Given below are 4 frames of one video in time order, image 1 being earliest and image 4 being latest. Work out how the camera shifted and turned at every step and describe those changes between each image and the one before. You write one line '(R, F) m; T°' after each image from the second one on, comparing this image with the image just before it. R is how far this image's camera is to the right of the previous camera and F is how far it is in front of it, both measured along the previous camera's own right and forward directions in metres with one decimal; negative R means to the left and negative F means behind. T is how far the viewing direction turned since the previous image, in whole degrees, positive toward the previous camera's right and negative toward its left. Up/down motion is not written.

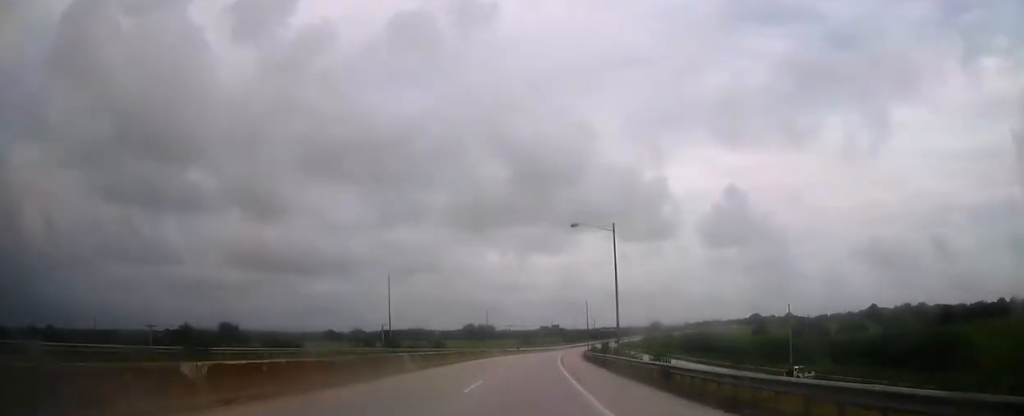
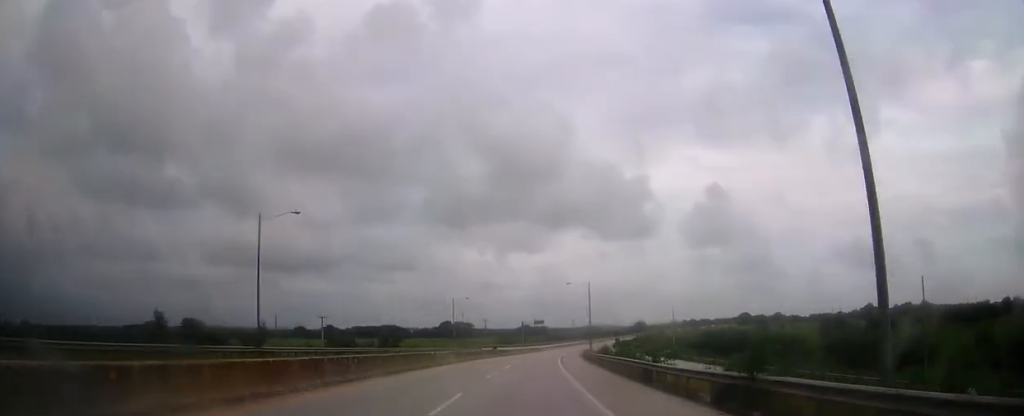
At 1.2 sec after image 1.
(+0.8, +32.7) m; +2°
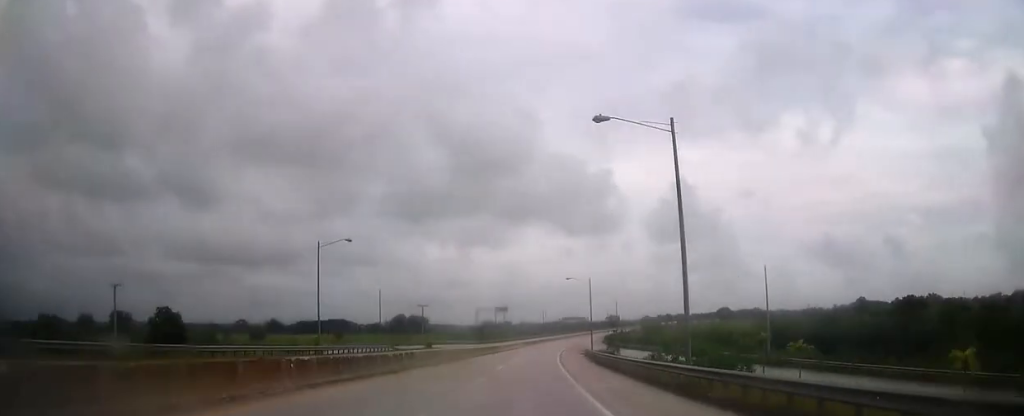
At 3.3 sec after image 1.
(+1.6, +57.3) m; +3°
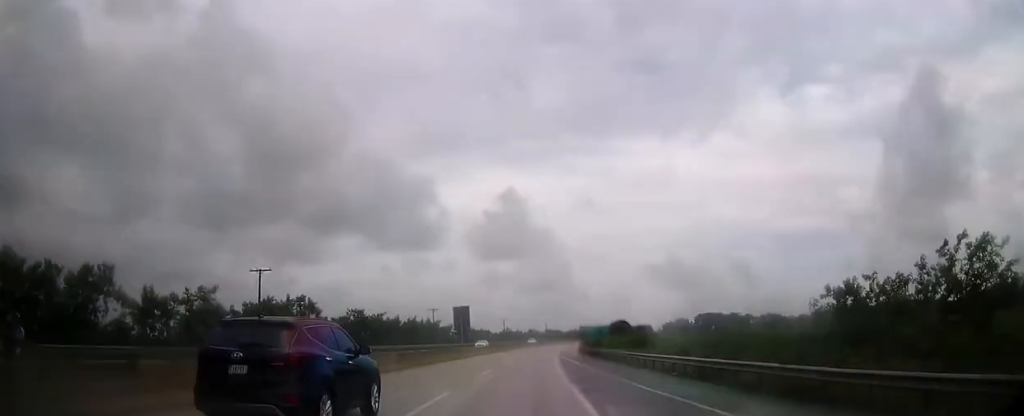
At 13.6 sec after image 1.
(+41.1, +278.6) m; +16°
